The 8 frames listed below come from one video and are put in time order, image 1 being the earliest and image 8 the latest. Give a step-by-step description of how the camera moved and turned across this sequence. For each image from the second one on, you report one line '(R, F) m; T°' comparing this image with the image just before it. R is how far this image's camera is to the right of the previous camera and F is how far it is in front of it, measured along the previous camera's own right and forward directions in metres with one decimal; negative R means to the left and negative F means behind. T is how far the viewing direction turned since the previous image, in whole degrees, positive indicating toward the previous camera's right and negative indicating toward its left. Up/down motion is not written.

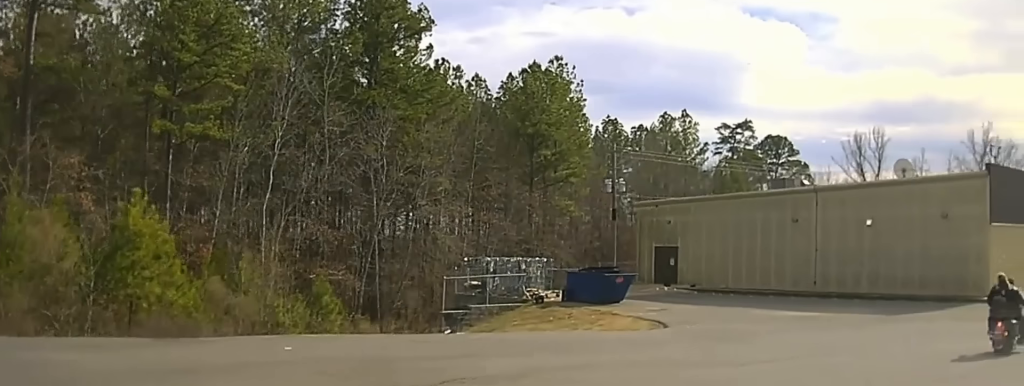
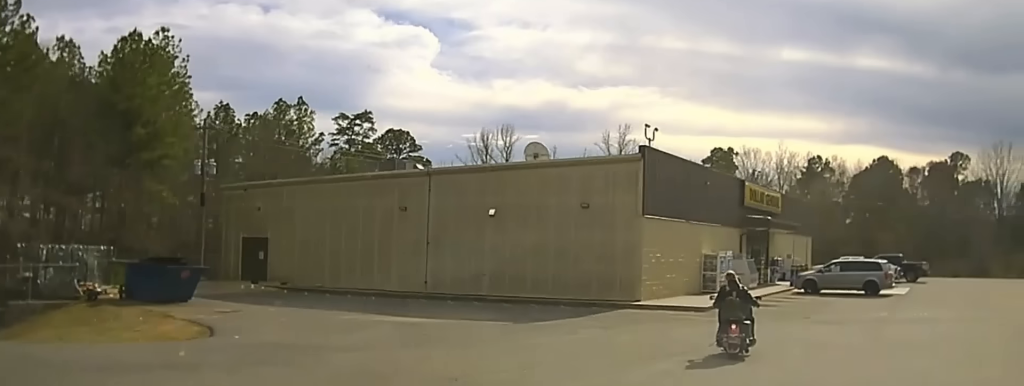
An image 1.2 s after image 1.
(+1.1, +6.5) m; +18°
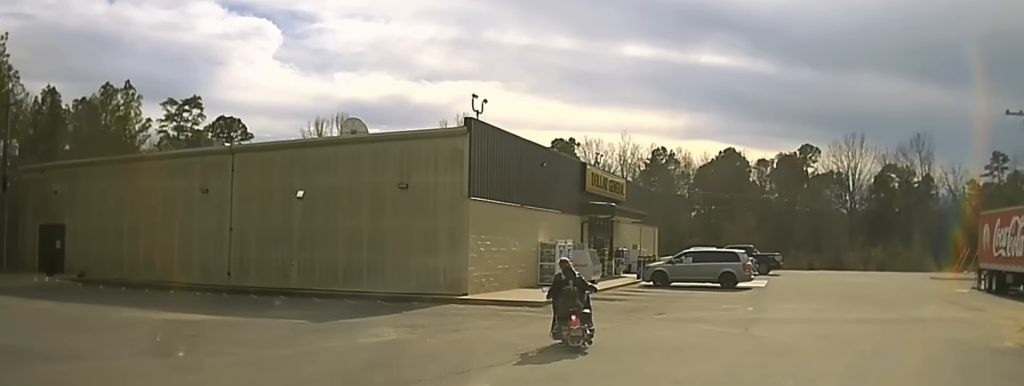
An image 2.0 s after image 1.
(+0.5, +4.6) m; +11°
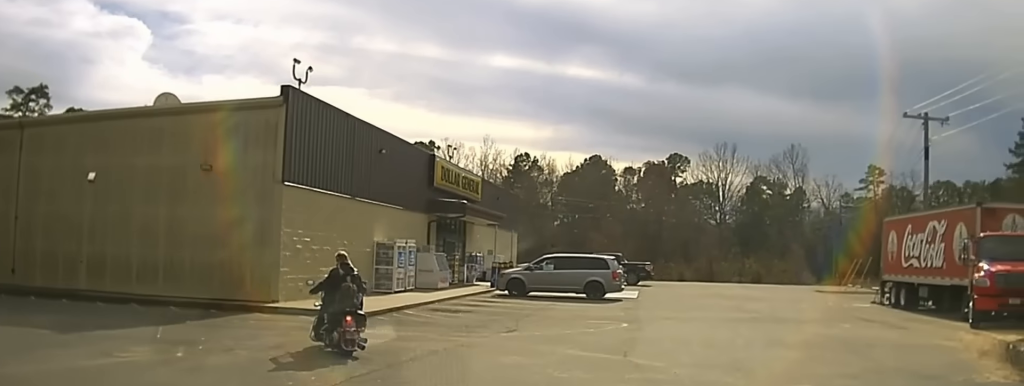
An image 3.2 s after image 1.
(+1.0, +7.5) m; +12°
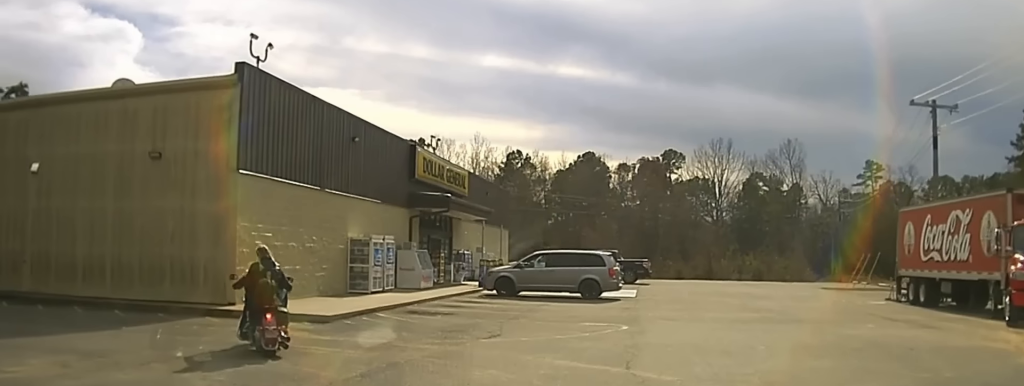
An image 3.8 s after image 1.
(+0.3, +4.0) m; +2°
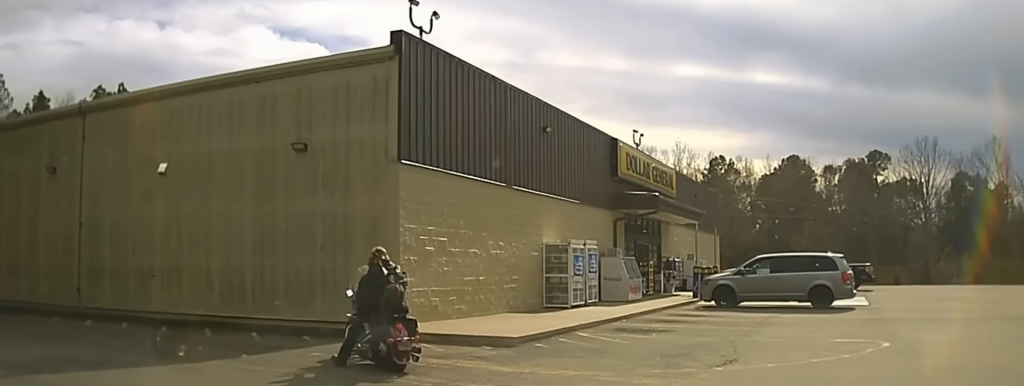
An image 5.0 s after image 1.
(-0.3, +5.1) m; -11°
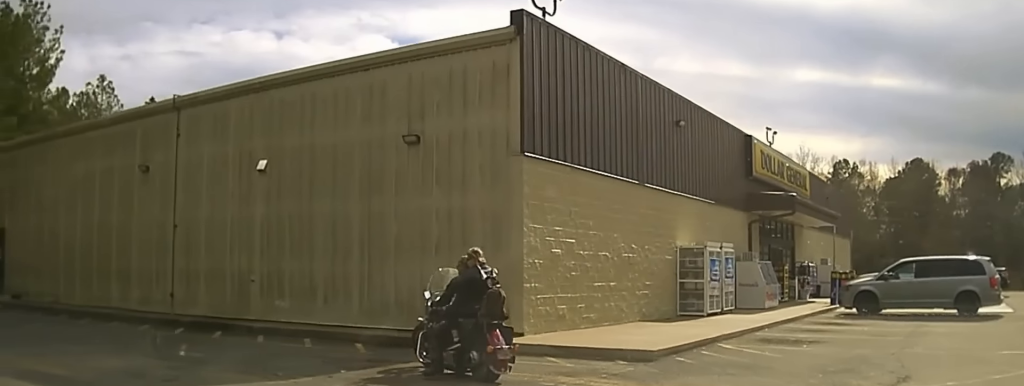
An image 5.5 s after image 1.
(-0.2, +2.4) m; -7°
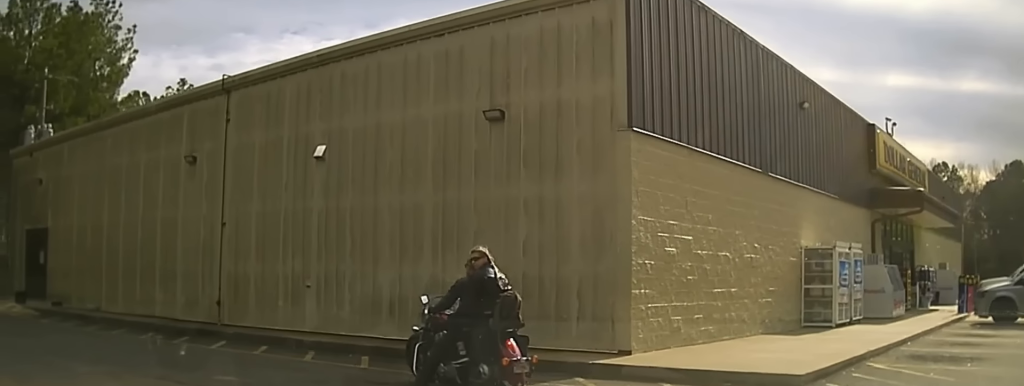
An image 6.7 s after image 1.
(-0.4, +3.5) m; -21°
